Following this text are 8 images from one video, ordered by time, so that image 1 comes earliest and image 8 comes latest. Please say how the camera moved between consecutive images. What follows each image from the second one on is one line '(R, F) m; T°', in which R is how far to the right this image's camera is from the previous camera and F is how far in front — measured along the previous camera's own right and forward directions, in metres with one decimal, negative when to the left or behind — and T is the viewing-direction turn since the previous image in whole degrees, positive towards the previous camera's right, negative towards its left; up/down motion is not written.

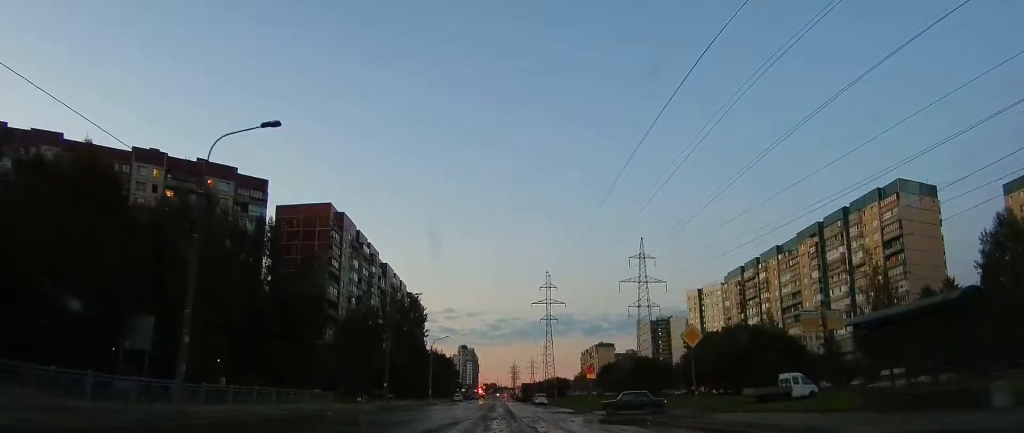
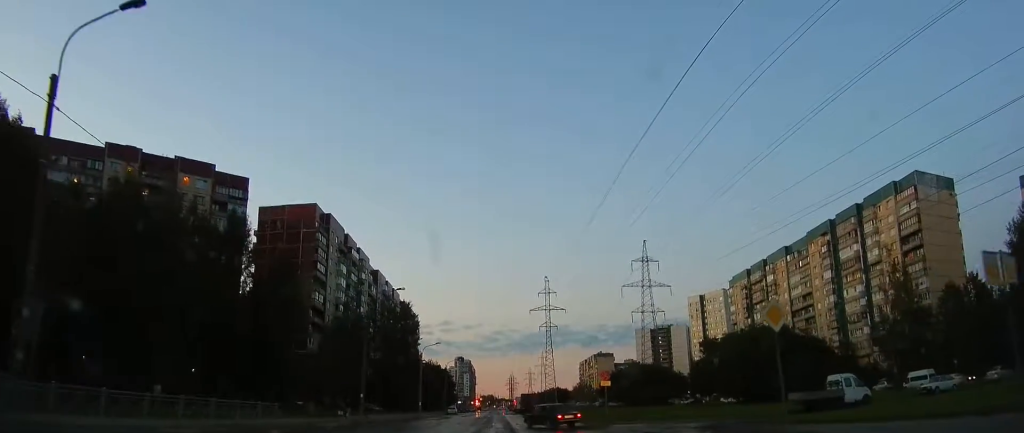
(+0.1, +7.6) m; +1°
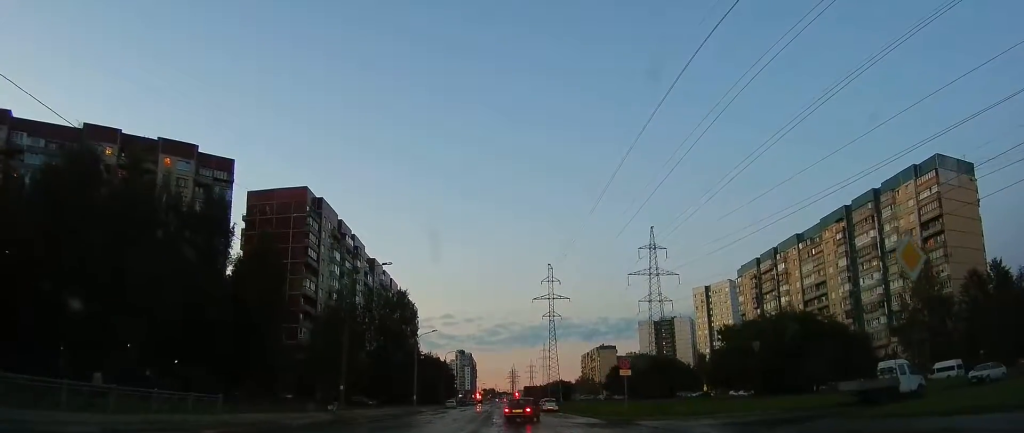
(0.0, +5.8) m; +1°
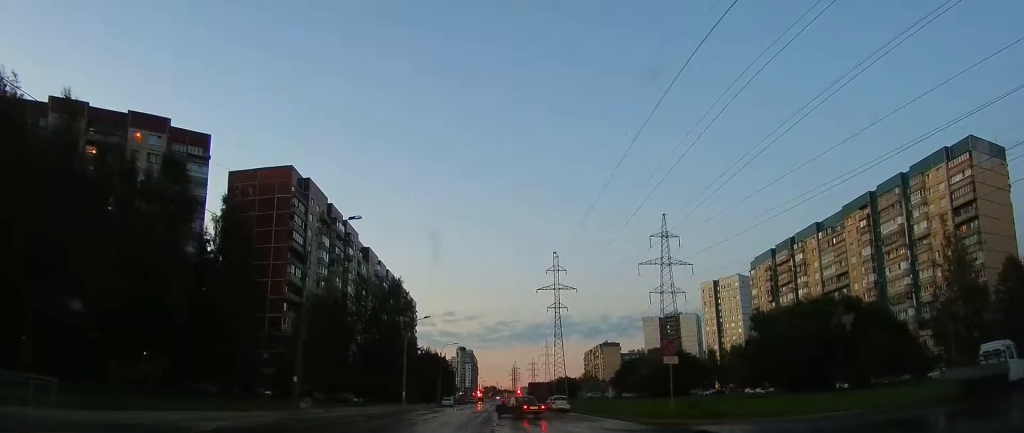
(+0.1, +8.2) m; 0°
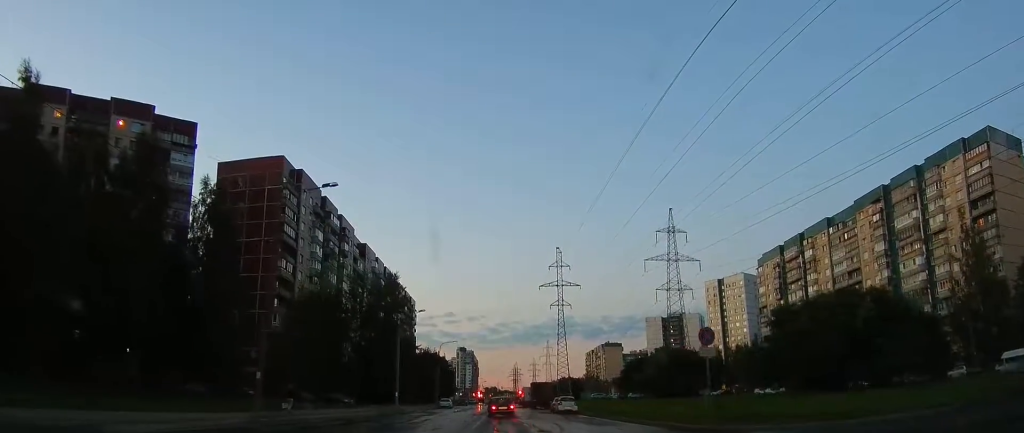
(-0.1, +4.4) m; -1°
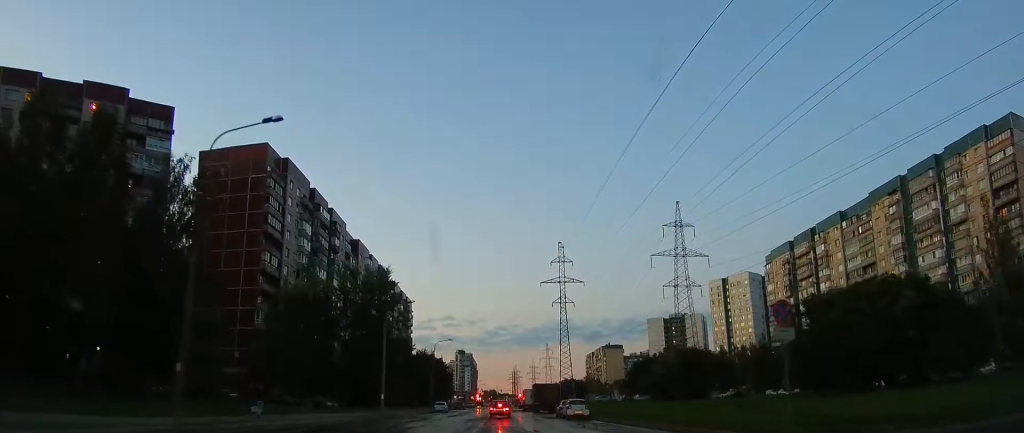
(0.0, +6.3) m; 0°
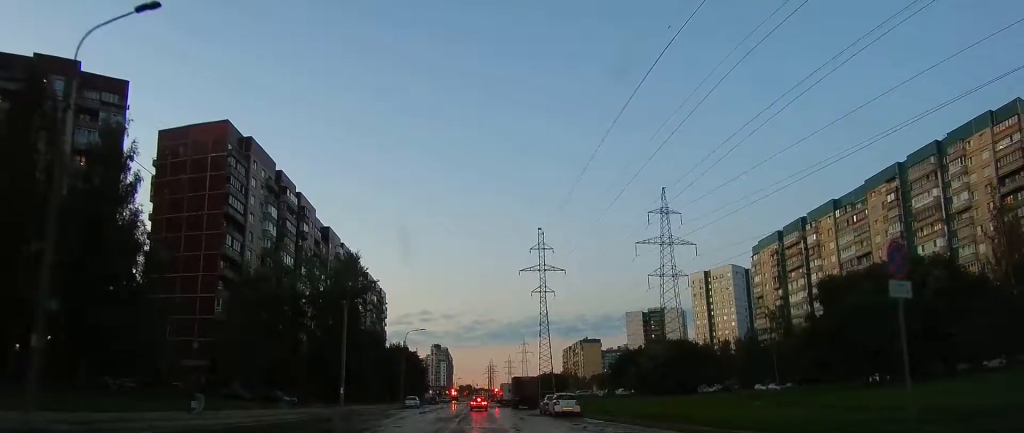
(0.0, +6.1) m; +1°
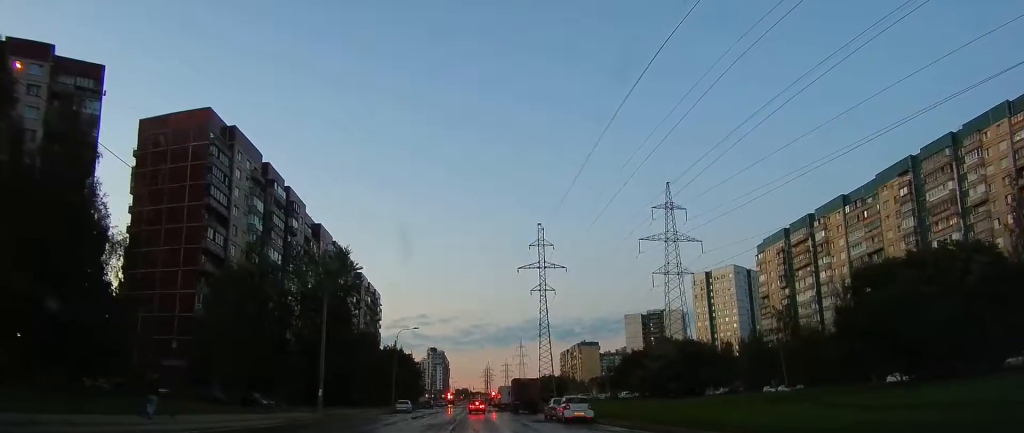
(+0.1, +4.8) m; +1°
